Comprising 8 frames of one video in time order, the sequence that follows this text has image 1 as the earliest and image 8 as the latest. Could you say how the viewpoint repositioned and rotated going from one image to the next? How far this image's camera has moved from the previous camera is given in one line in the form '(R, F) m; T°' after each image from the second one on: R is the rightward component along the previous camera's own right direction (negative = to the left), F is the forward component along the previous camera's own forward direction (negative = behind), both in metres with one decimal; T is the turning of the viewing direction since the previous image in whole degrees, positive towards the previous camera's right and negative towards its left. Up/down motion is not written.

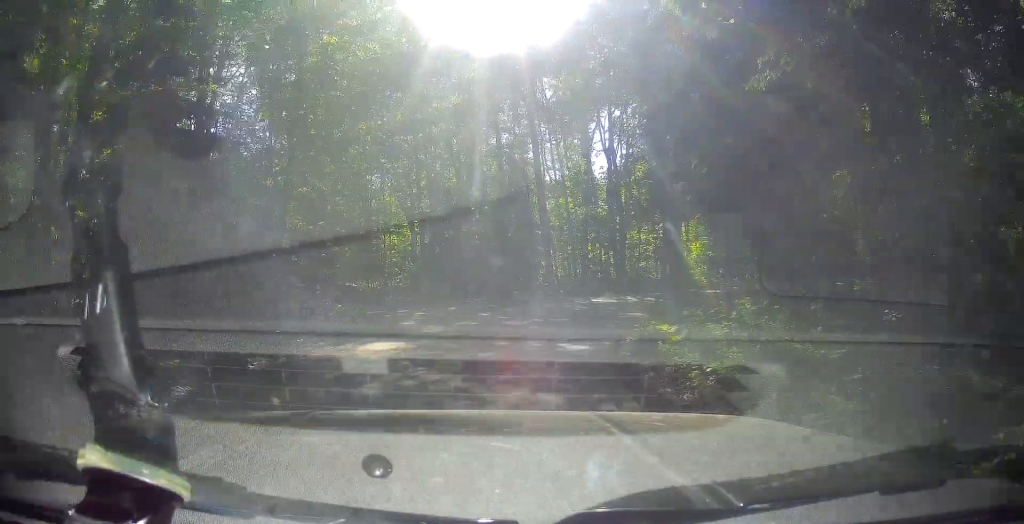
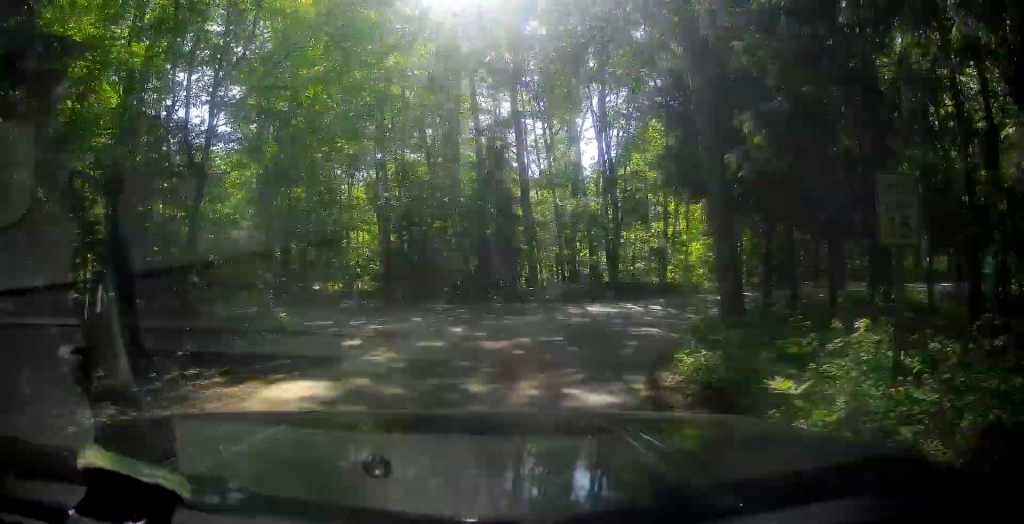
(0.0, +4.6) m; 0°
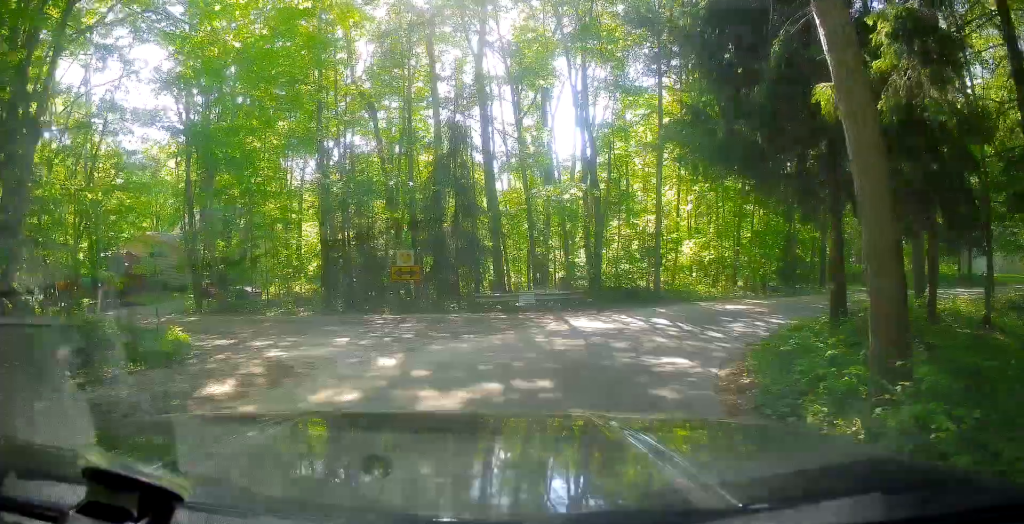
(-0.1, +5.2) m; +1°
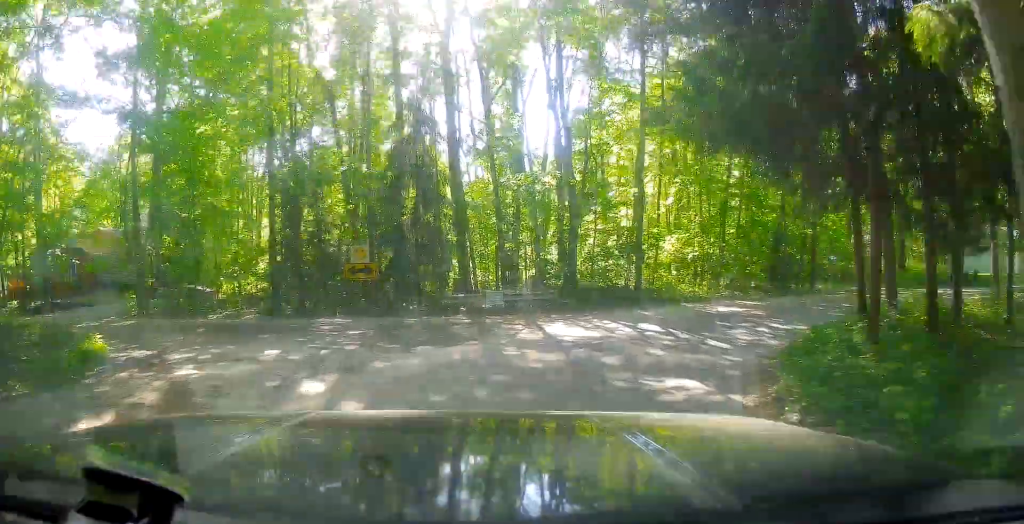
(0.0, +2.4) m; +3°
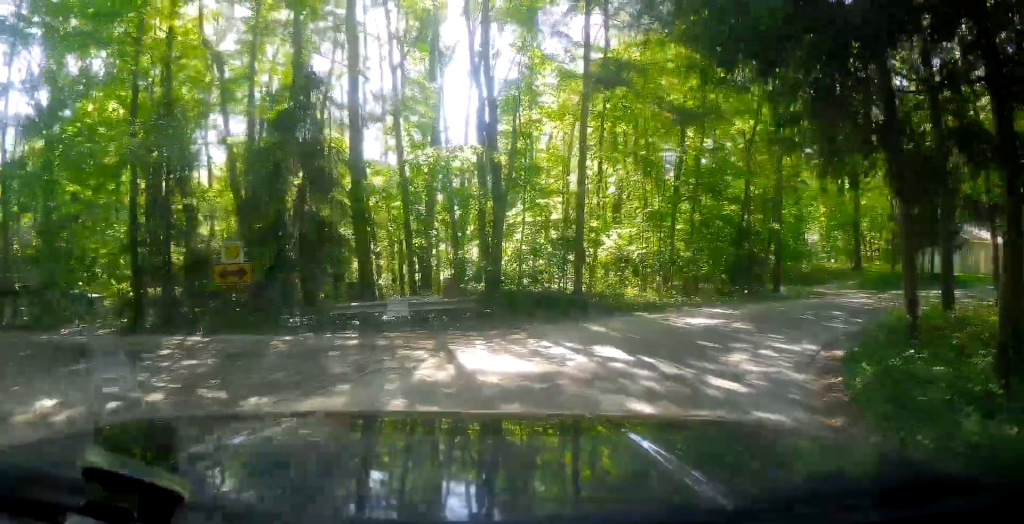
(+0.2, +4.5) m; +8°
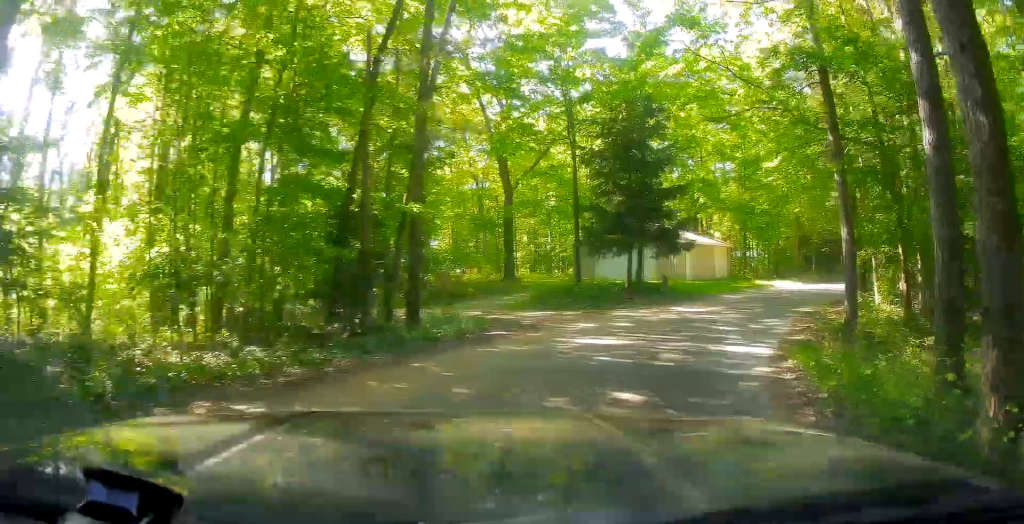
(+3.0, +10.5) m; +49°
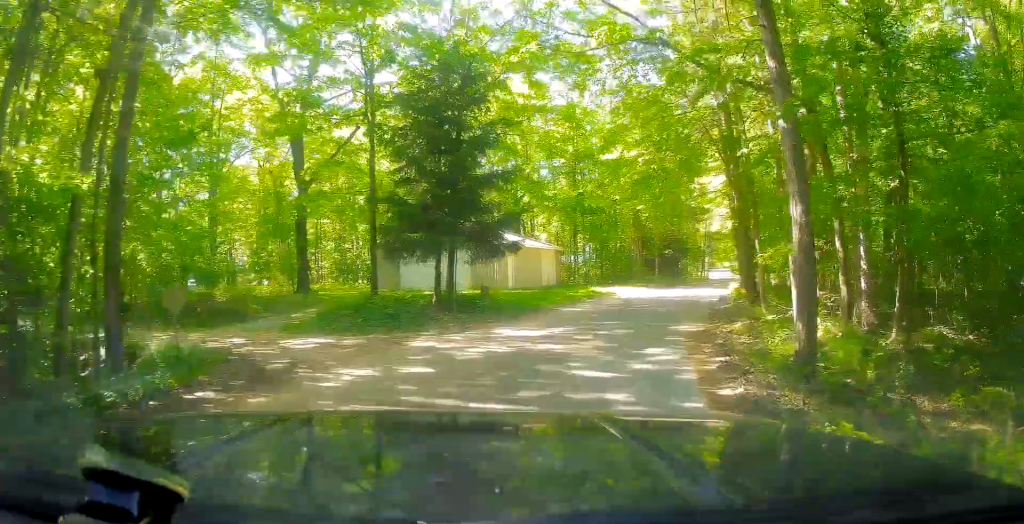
(+1.9, +4.7) m; +26°
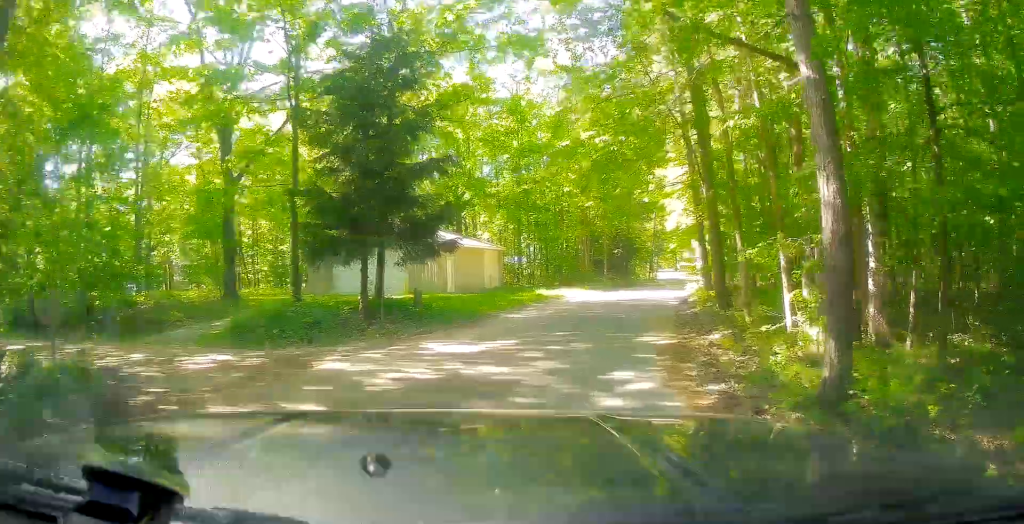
(0.0, +2.4) m; -1°
